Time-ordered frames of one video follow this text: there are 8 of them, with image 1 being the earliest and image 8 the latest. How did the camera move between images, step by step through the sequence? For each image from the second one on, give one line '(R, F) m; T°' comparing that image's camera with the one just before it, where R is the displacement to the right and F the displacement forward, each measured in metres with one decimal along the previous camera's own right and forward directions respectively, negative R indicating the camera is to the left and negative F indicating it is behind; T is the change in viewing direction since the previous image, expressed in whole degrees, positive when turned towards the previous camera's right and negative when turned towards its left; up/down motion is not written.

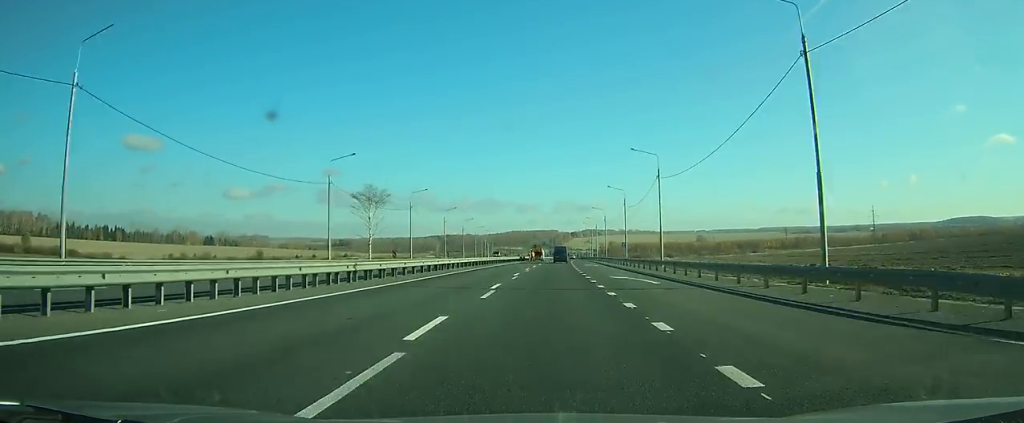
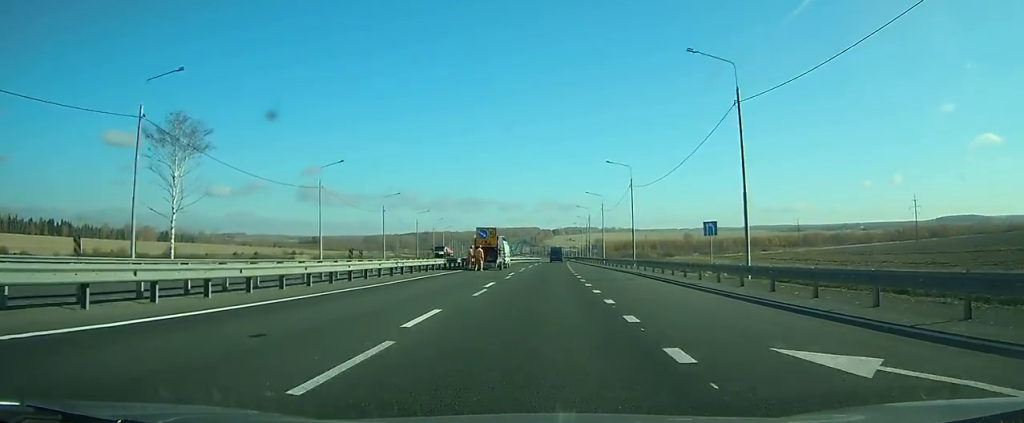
(+0.8, +56.2) m; +1°
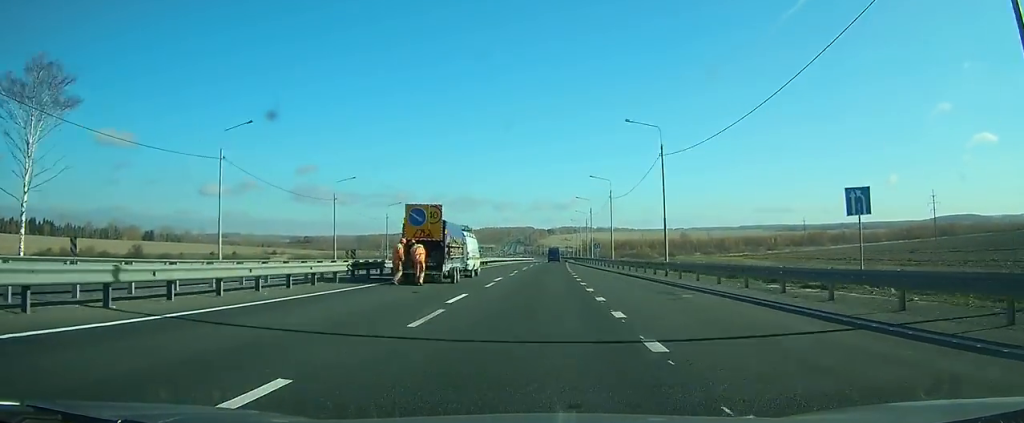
(+0.1, +18.4) m; 0°
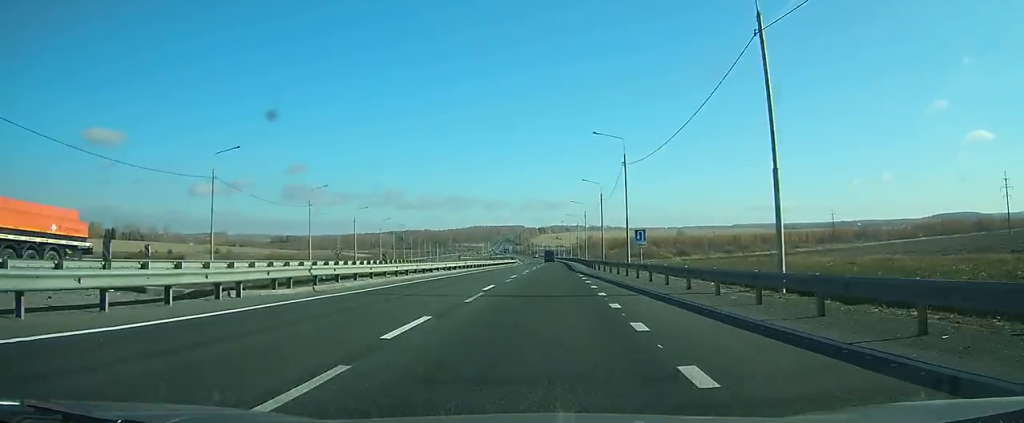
(+0.3, +55.9) m; +1°
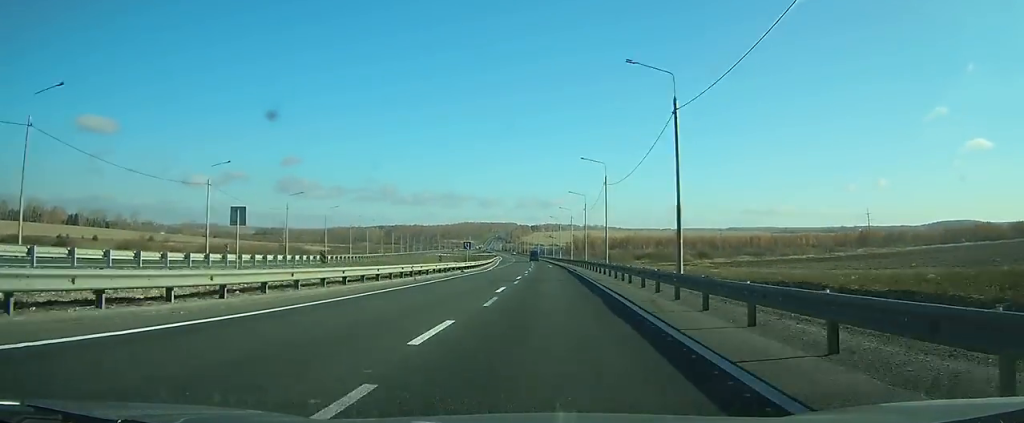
(+0.3, +50.3) m; 0°
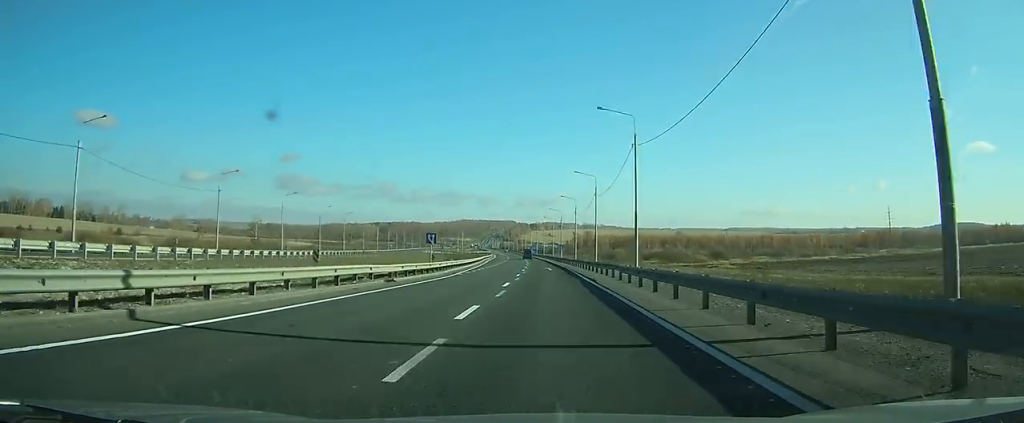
(+0.1, +20.8) m; 0°
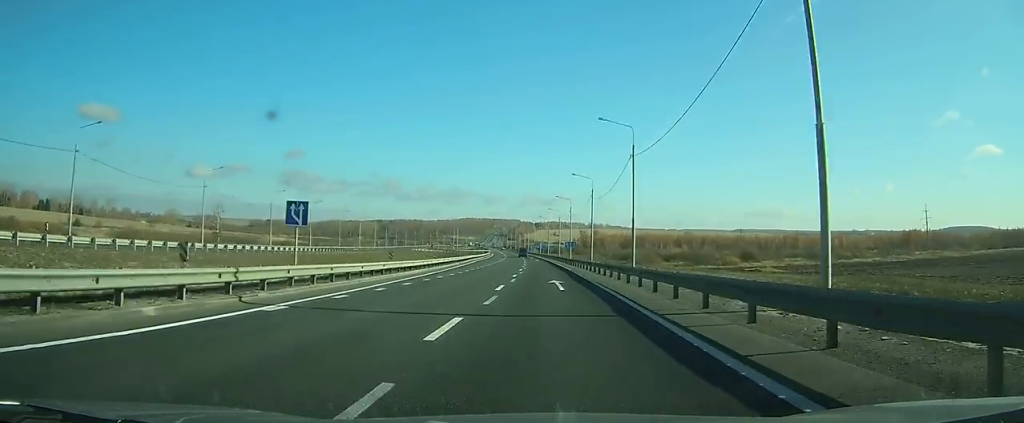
(+0.1, +26.4) m; 0°
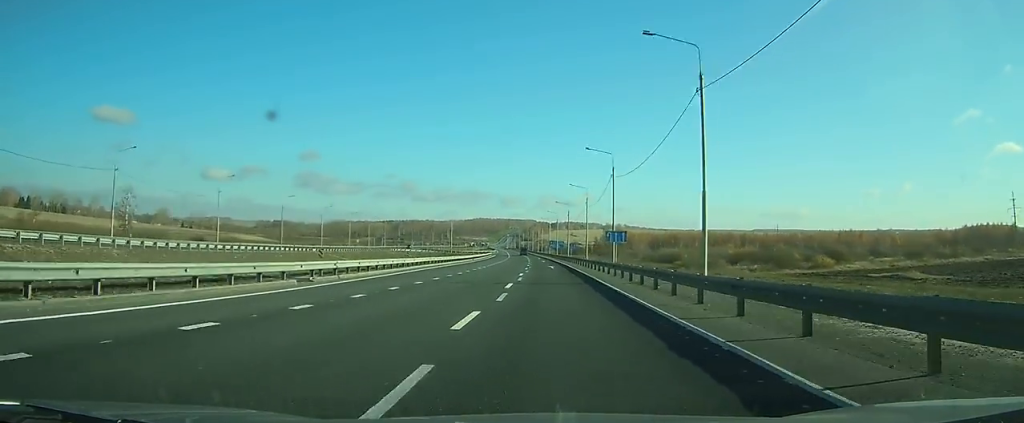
(-0.4, +44.7) m; -1°
